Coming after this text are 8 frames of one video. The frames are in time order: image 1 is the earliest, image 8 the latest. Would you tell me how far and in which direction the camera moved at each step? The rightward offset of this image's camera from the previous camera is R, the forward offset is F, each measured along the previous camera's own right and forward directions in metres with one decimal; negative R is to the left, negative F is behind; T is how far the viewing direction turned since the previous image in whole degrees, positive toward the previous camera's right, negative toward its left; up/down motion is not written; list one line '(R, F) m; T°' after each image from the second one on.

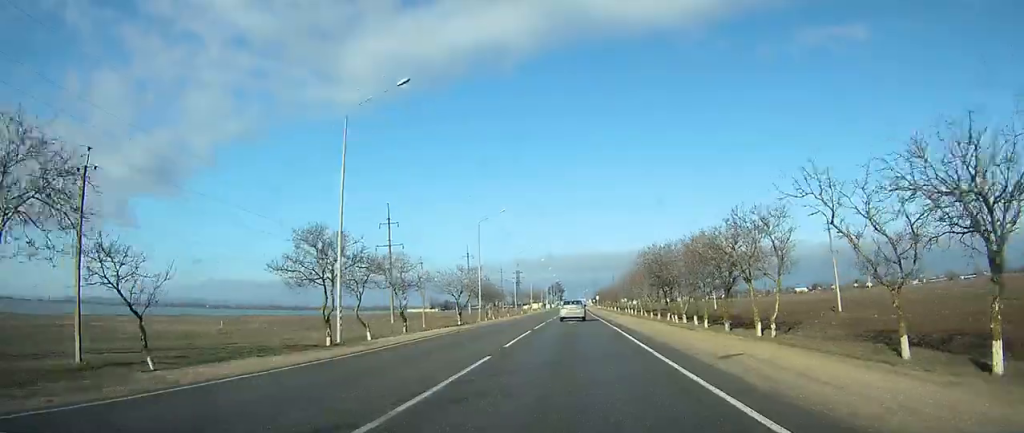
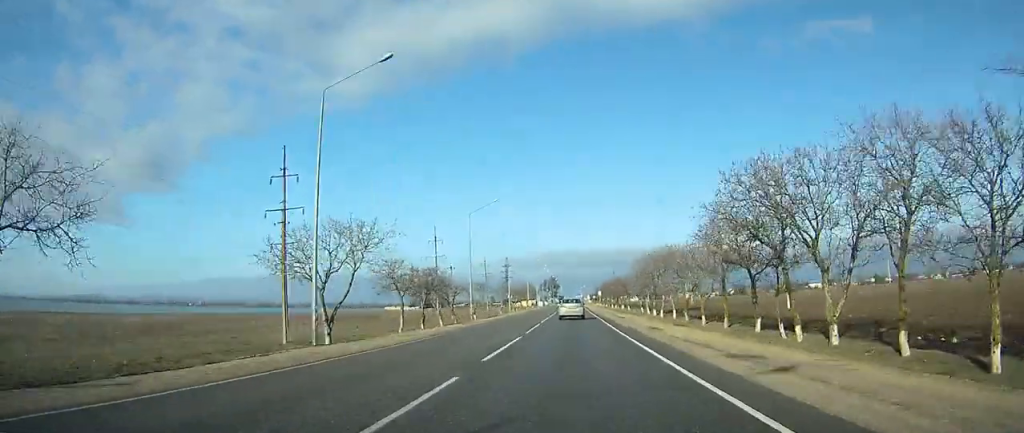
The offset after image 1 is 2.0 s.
(+0.2, +39.5) m; 0°
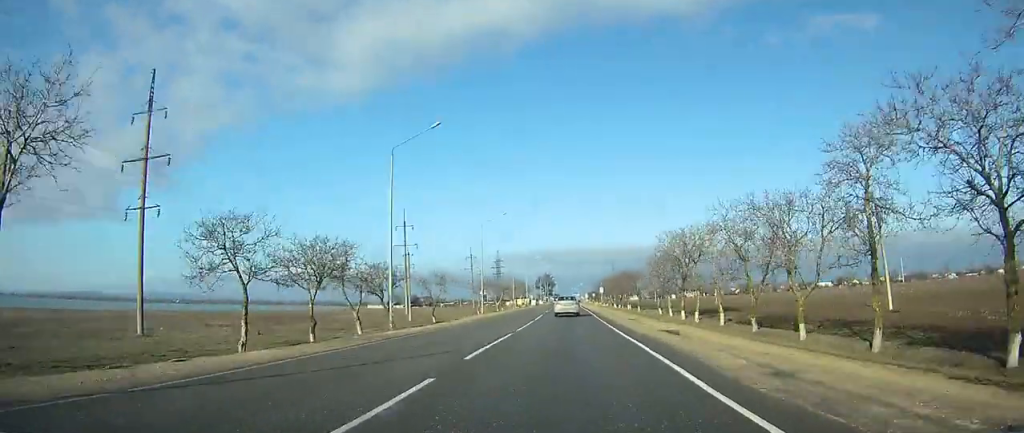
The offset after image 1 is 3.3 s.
(0.0, +24.6) m; 0°
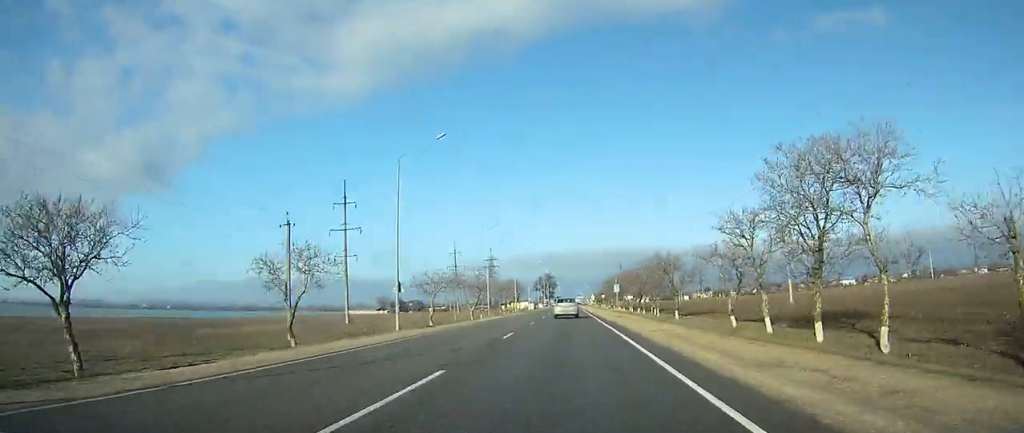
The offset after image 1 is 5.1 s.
(0.0, +34.3) m; 0°
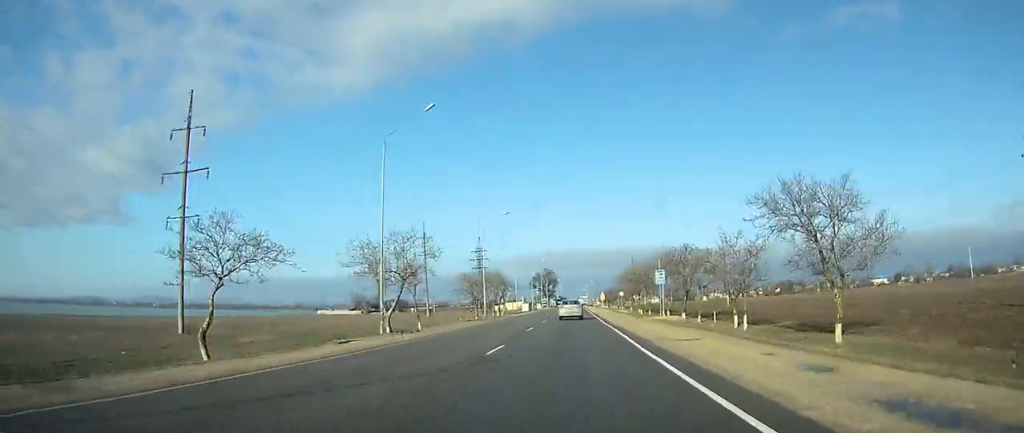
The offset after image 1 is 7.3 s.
(0.0, +40.5) m; 0°
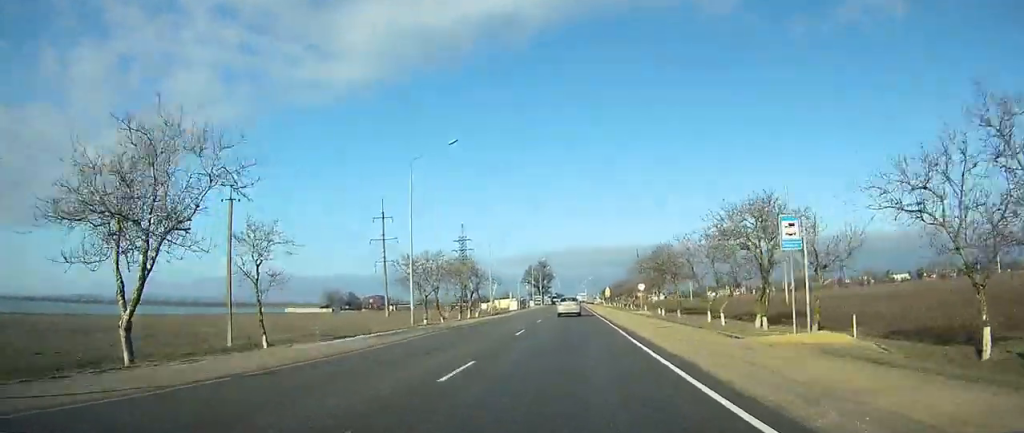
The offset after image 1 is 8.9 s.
(+0.1, +28.6) m; -1°
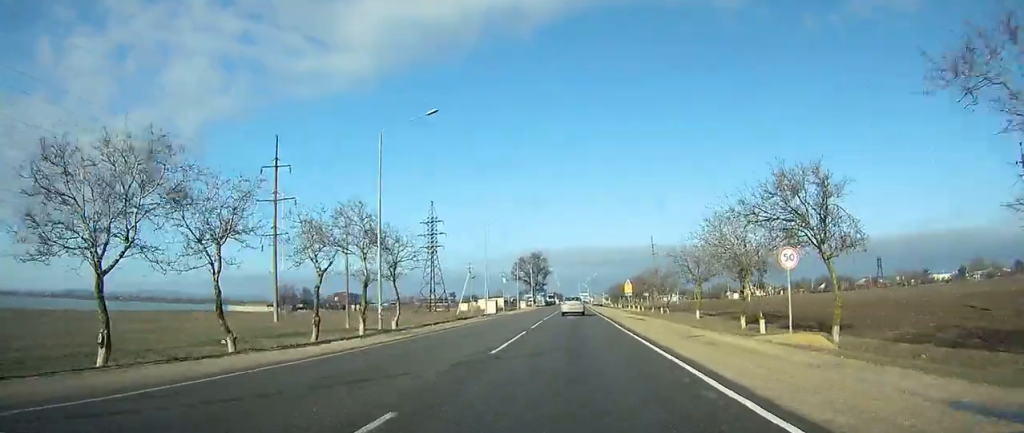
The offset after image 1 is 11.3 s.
(-2.1, +41.3) m; -4°
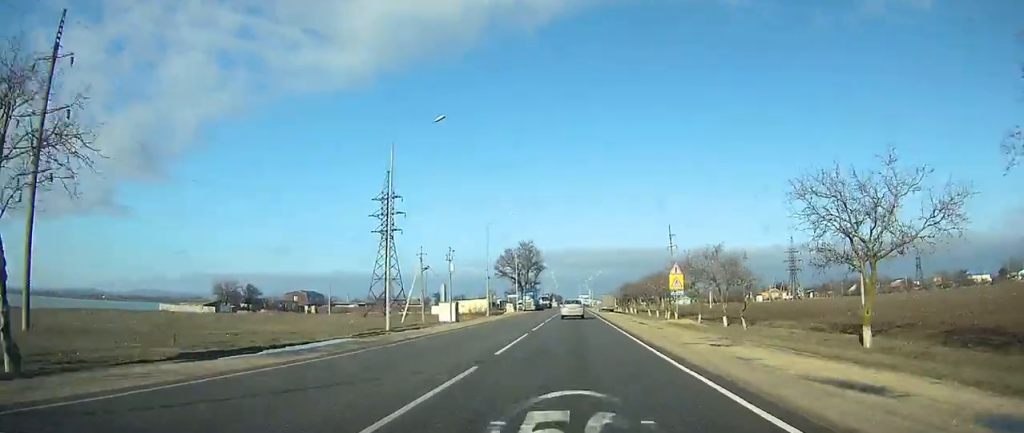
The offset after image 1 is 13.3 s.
(+0.1, +34.5) m; +7°
